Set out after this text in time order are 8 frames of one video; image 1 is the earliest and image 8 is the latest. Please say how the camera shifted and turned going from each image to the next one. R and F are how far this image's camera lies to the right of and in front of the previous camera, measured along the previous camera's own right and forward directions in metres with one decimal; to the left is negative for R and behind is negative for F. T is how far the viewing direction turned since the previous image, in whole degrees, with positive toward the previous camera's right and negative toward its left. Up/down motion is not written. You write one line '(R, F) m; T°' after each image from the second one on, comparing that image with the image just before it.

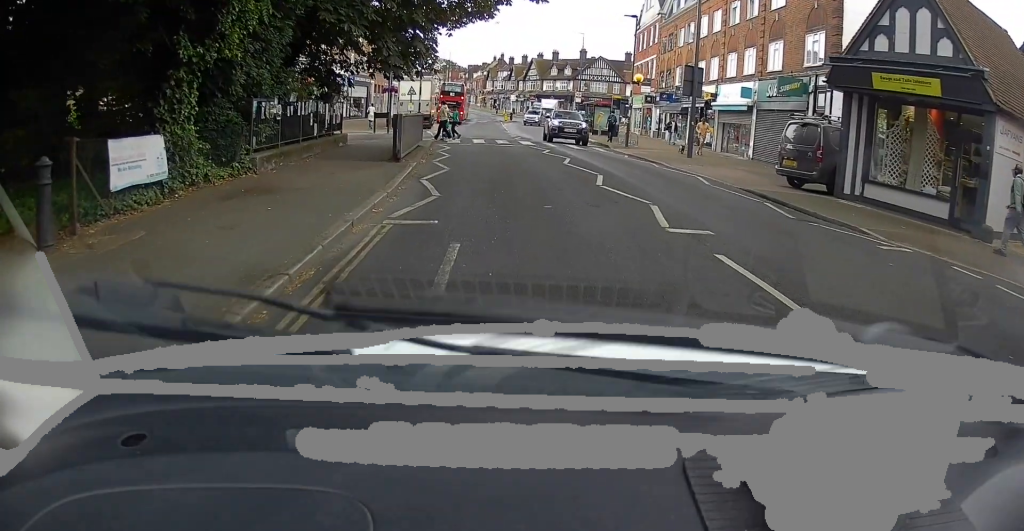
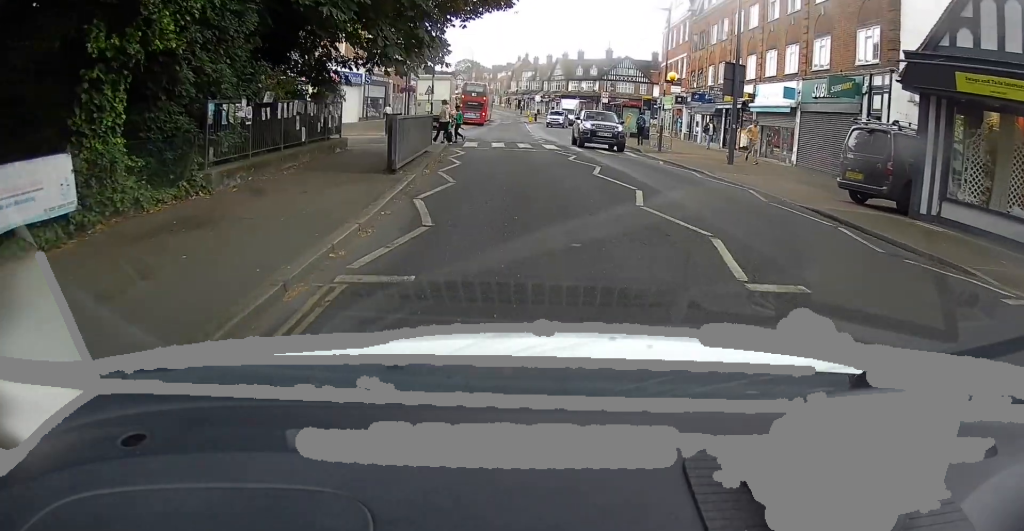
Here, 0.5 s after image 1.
(0.0, +2.4) m; -2°
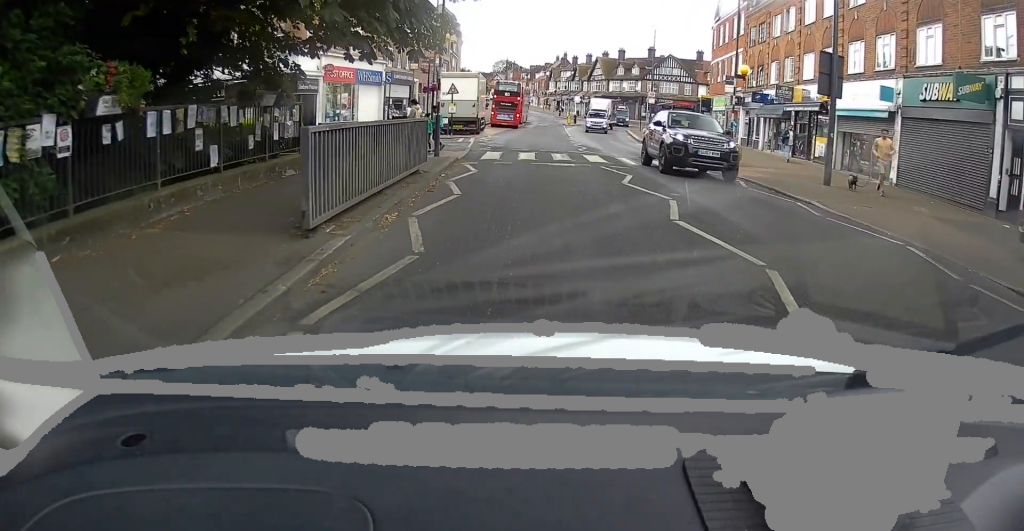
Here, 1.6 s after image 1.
(-0.3, +5.7) m; -5°
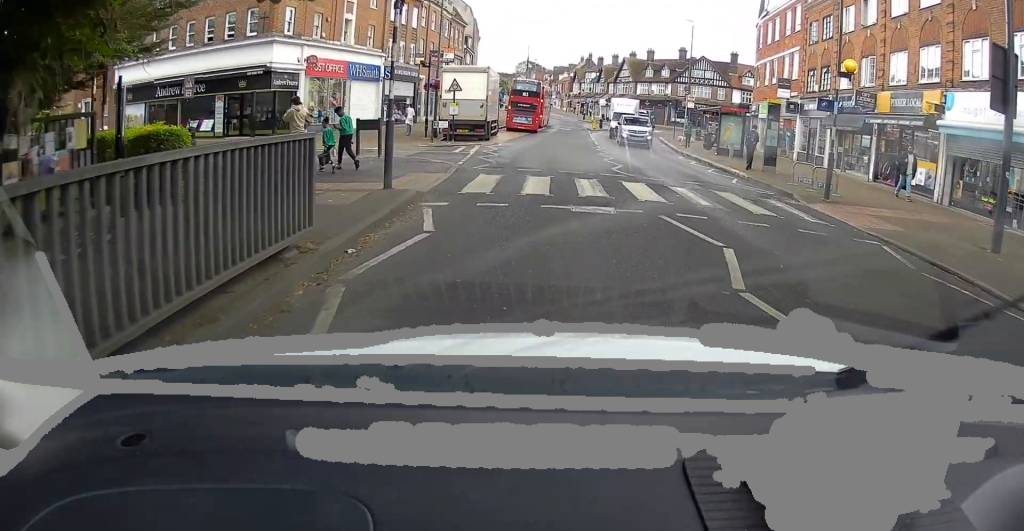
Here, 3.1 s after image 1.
(-0.1, +7.1) m; +1°
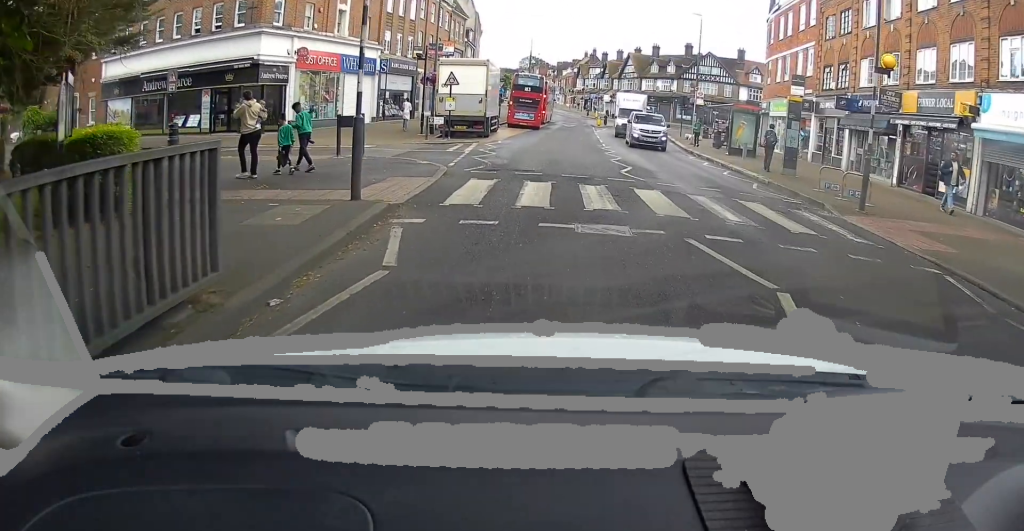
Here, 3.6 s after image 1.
(0.0, +1.9) m; -1°
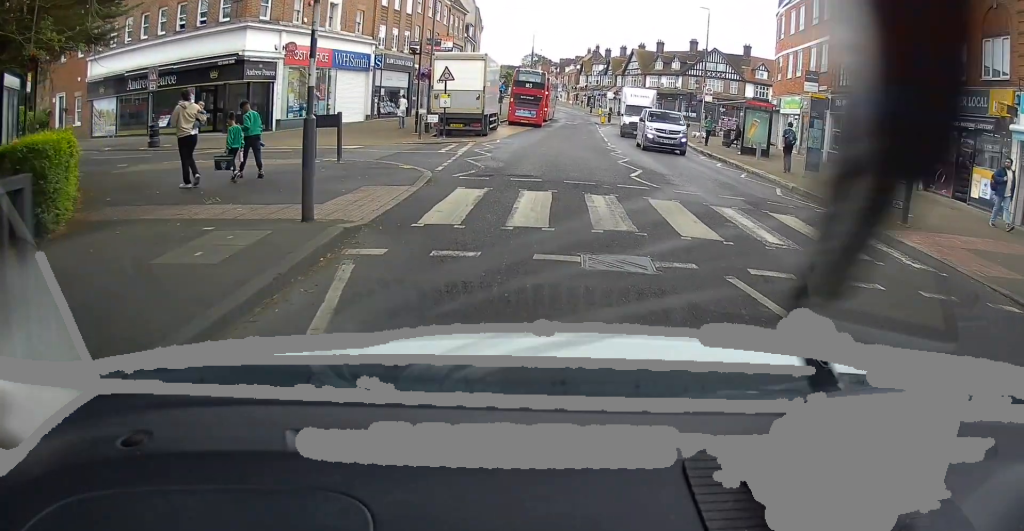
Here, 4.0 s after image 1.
(+0.1, +1.9) m; -1°
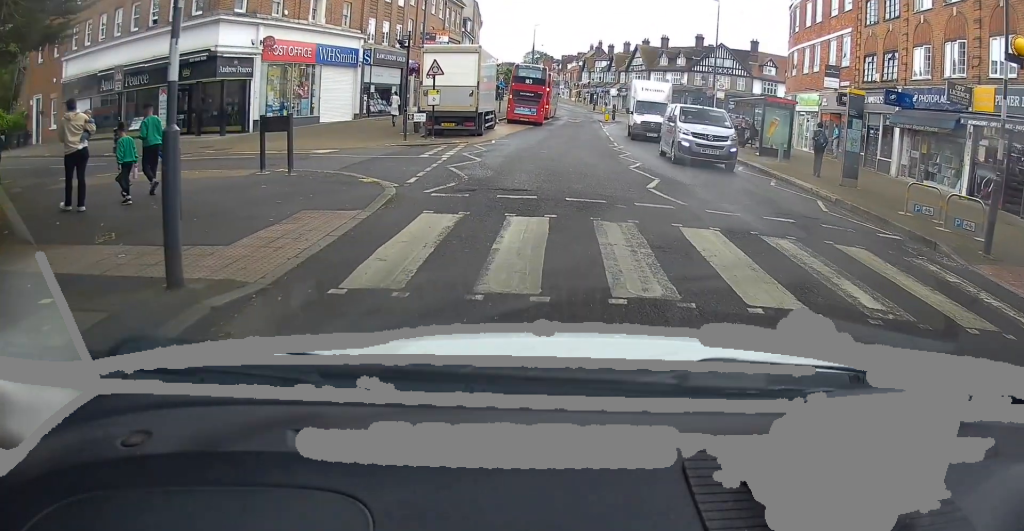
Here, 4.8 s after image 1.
(-0.1, +3.0) m; +1°
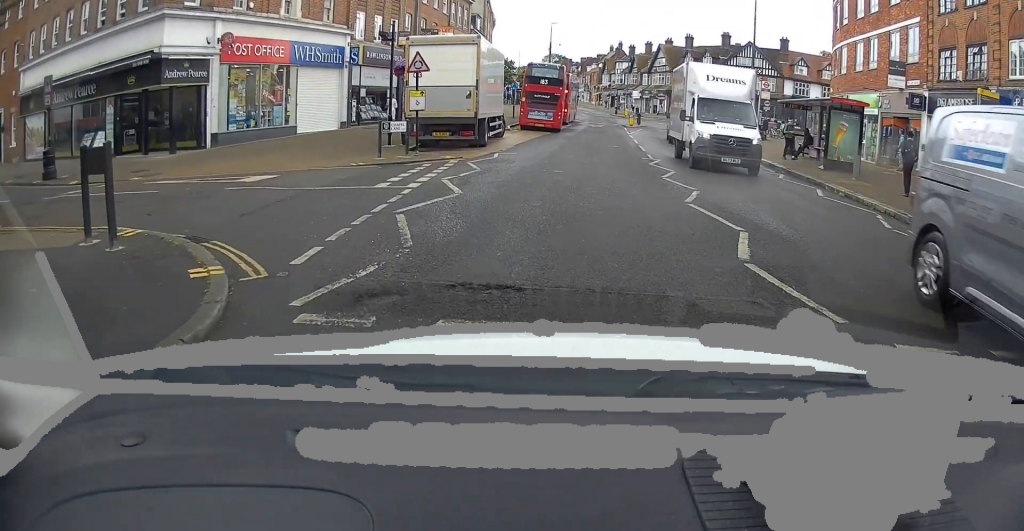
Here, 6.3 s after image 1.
(+0.2, +5.8) m; -1°
